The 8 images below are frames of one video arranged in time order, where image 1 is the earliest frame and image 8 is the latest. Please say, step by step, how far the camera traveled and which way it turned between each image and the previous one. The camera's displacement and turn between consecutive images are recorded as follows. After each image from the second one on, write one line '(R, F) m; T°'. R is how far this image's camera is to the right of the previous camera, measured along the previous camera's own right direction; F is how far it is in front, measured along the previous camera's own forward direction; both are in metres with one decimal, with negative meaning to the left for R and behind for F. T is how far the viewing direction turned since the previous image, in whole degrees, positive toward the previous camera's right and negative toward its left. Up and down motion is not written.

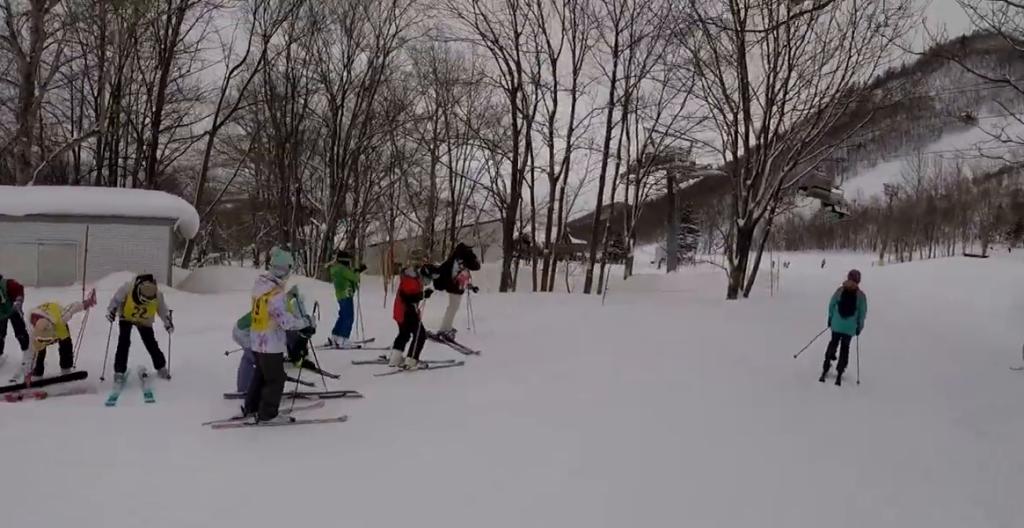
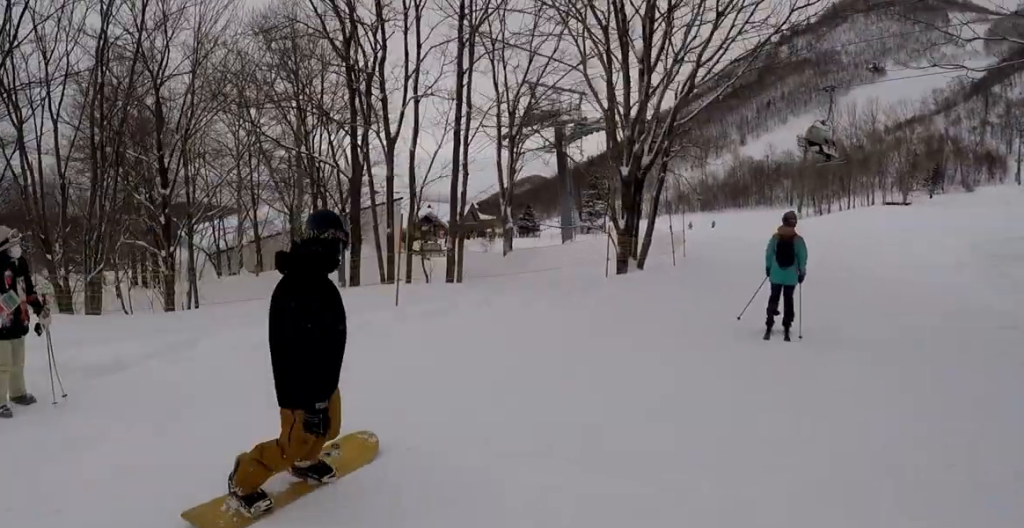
(0.0, +4.1) m; 0°
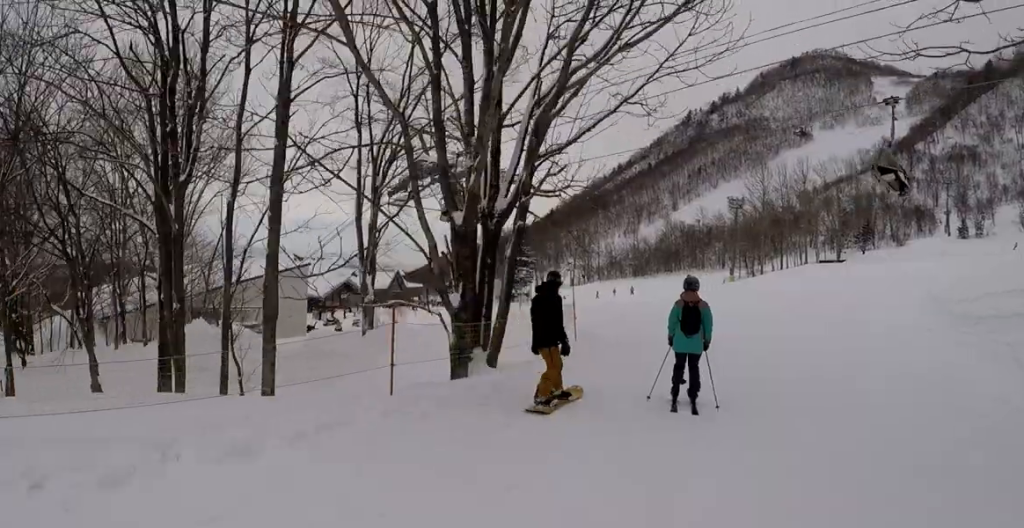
(0.0, +5.0) m; 0°
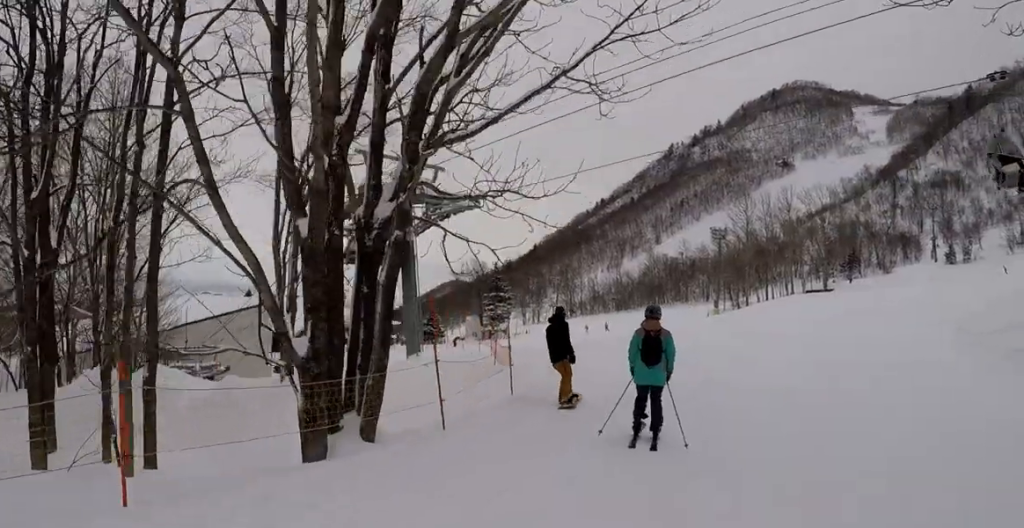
(0.0, +3.0) m; 0°
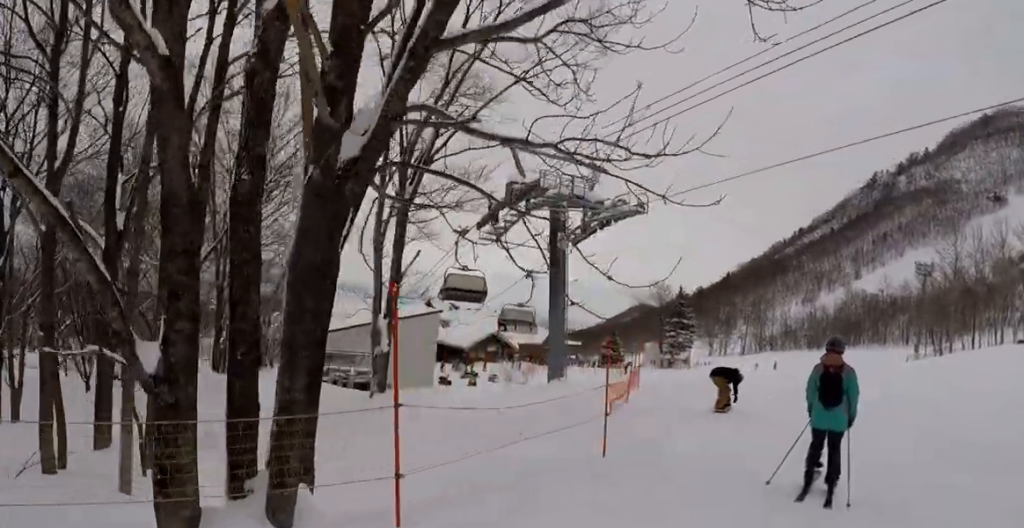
(0.0, +3.9) m; 0°
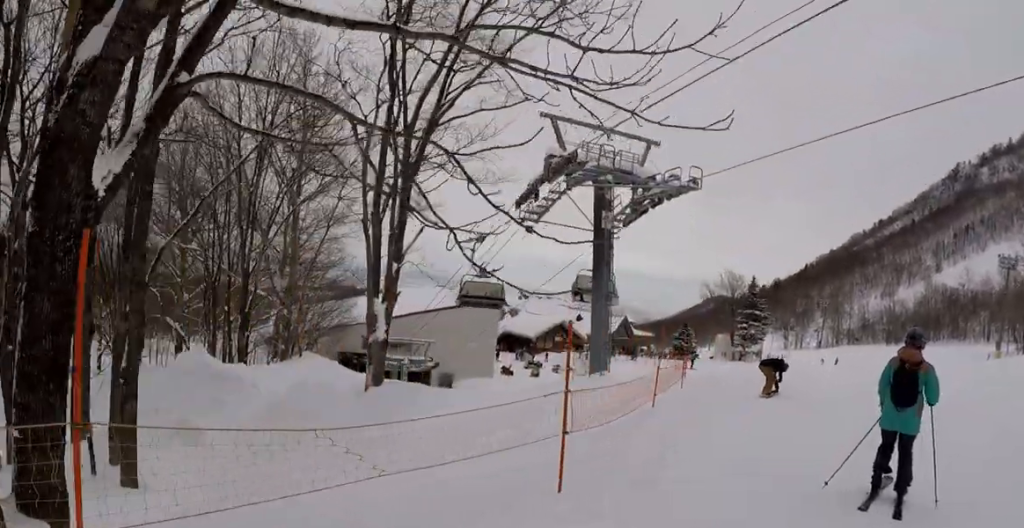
(0.0, +2.6) m; 0°
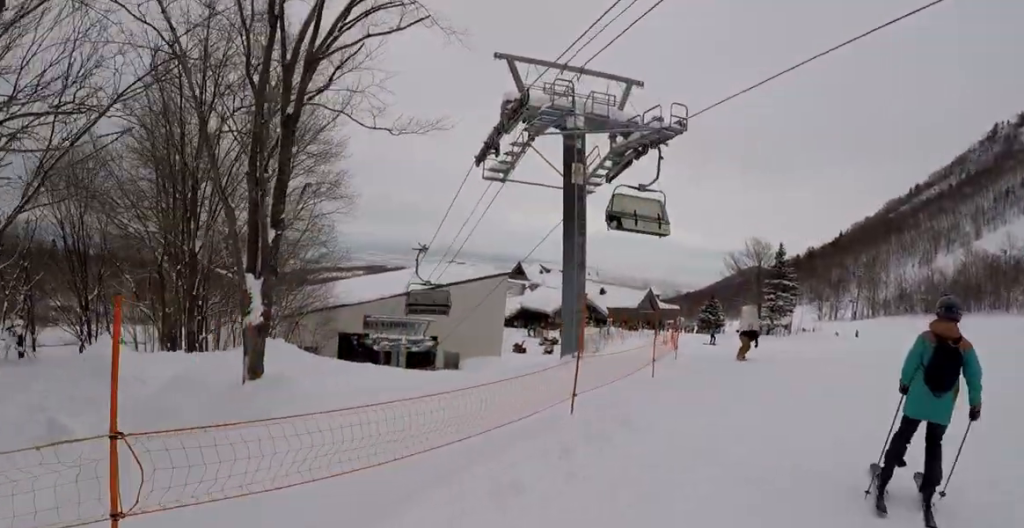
(0.0, +4.2) m; 0°
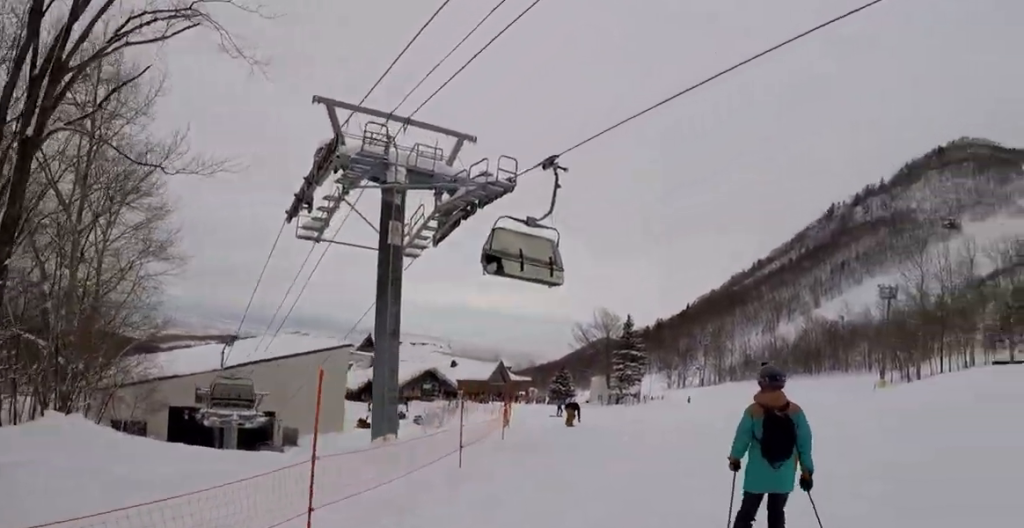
(0.0, +2.6) m; 0°
